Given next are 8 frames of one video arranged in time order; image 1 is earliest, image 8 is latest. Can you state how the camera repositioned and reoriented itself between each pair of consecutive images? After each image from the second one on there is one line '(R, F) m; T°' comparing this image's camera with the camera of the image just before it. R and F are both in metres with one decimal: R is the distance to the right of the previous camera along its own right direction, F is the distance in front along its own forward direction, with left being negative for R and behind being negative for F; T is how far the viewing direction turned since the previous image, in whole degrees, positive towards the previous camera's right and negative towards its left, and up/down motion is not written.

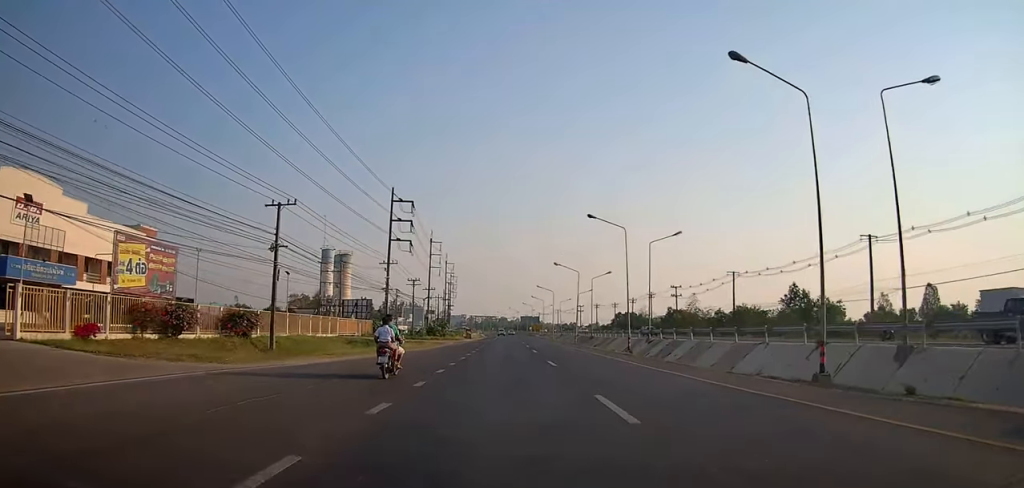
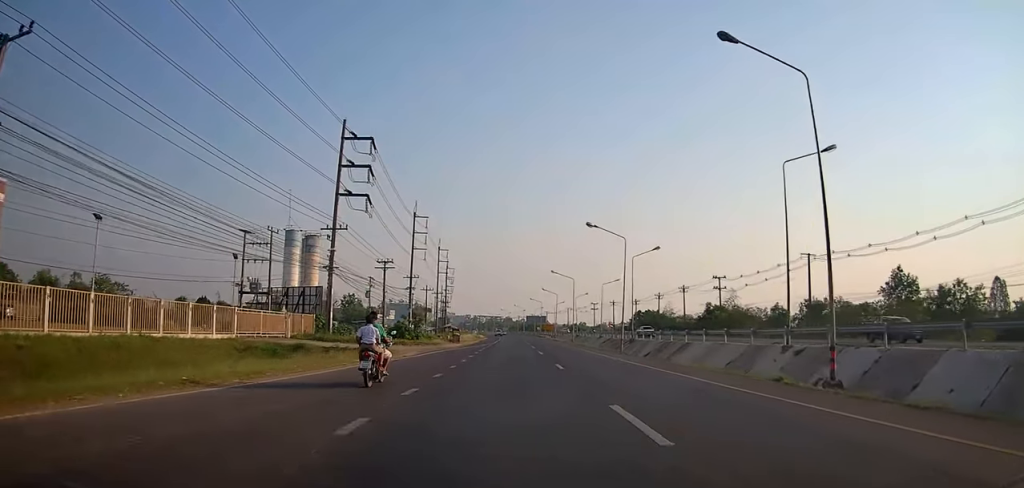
(-0.4, +25.7) m; -4°
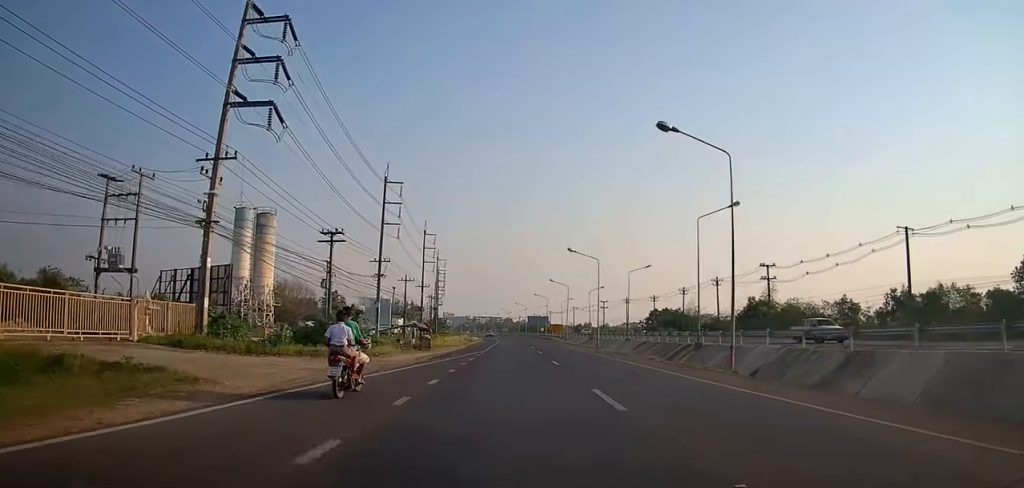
(-0.4, +21.5) m; +1°
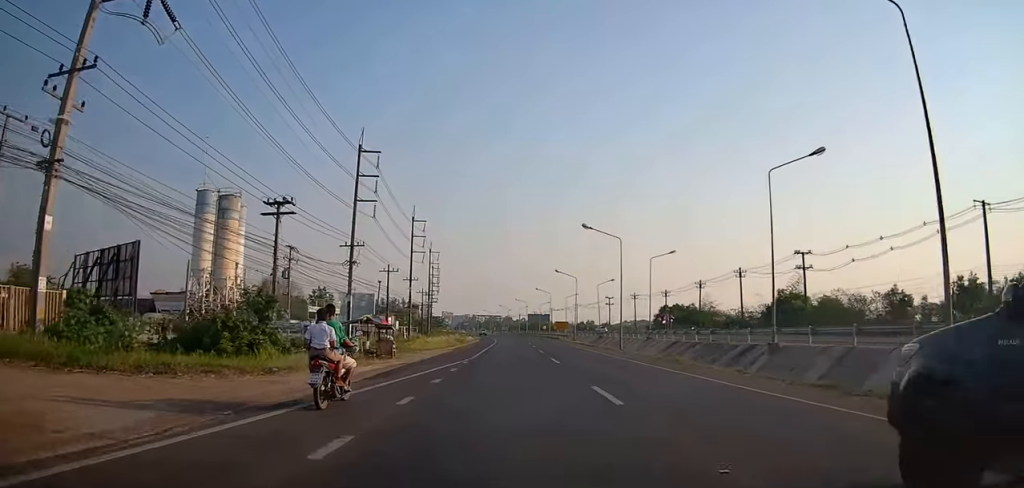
(+0.3, +11.8) m; +1°
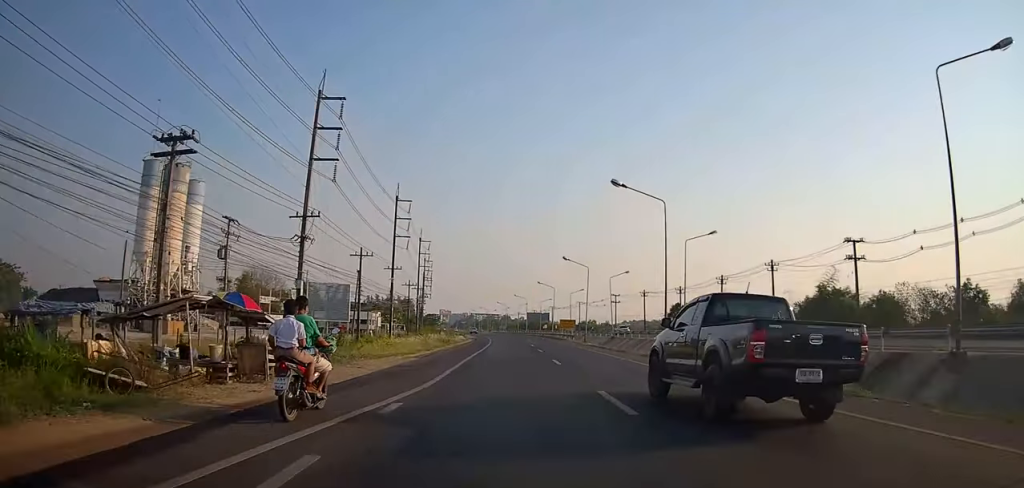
(0.0, +13.2) m; 0°
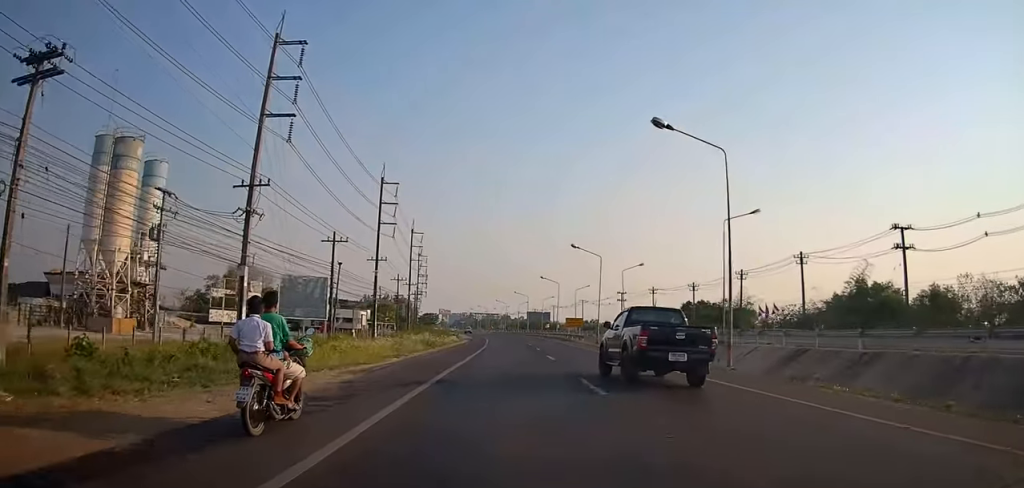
(0.0, +9.5) m; 0°
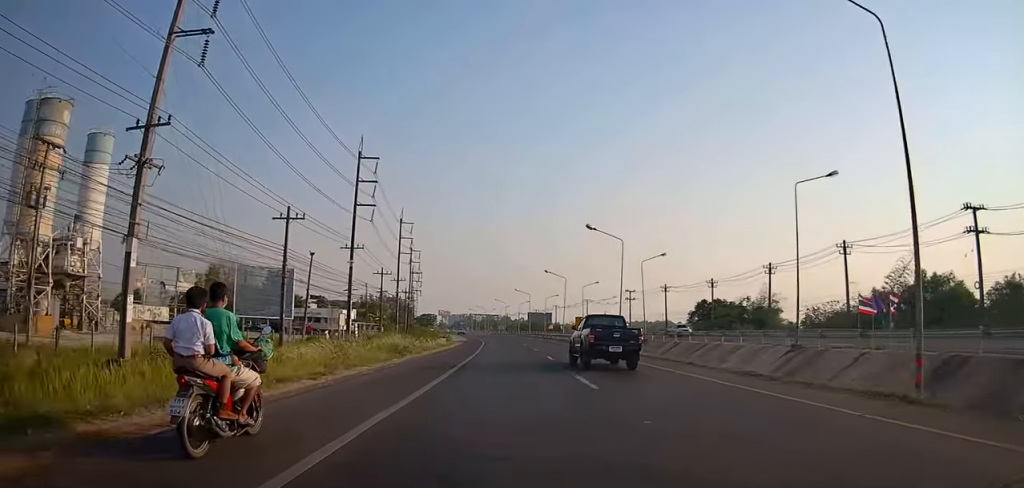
(0.0, +11.4) m; 0°
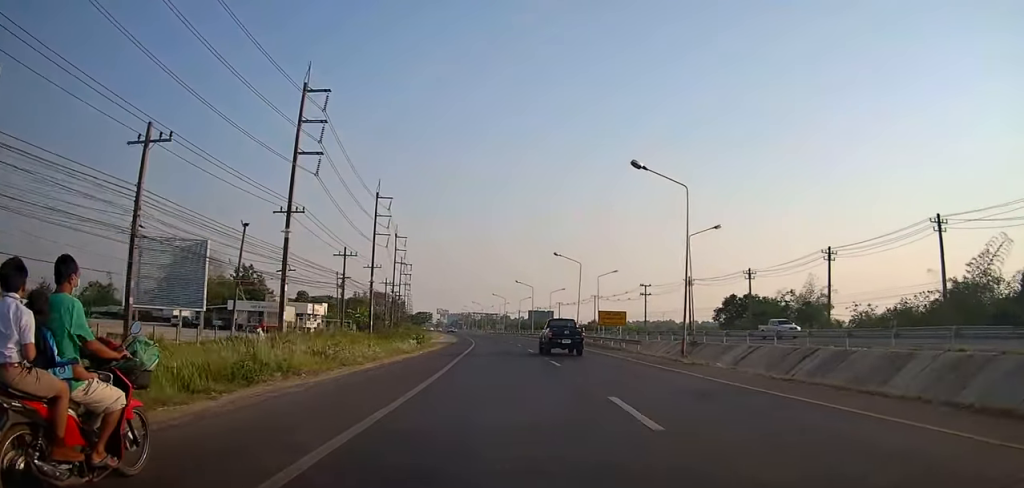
(0.0, +17.5) m; 0°
